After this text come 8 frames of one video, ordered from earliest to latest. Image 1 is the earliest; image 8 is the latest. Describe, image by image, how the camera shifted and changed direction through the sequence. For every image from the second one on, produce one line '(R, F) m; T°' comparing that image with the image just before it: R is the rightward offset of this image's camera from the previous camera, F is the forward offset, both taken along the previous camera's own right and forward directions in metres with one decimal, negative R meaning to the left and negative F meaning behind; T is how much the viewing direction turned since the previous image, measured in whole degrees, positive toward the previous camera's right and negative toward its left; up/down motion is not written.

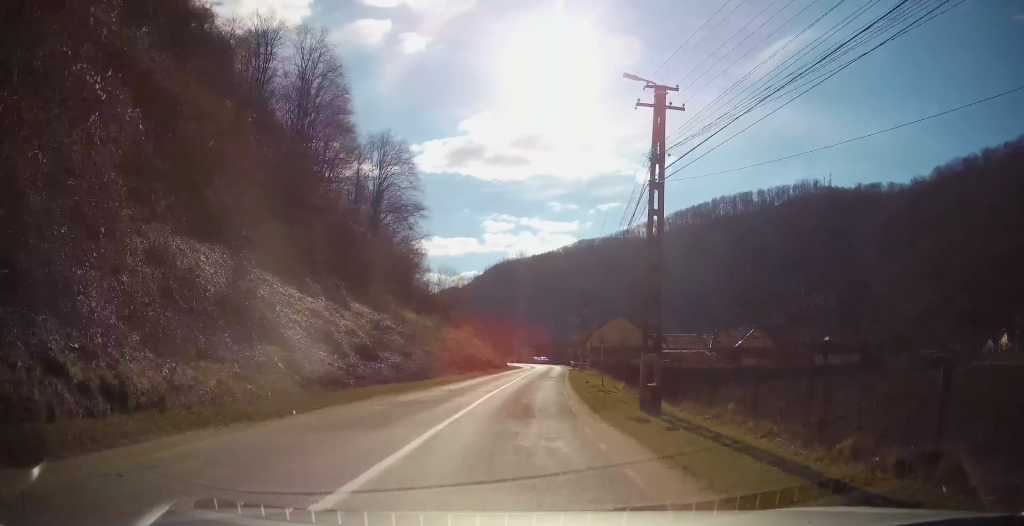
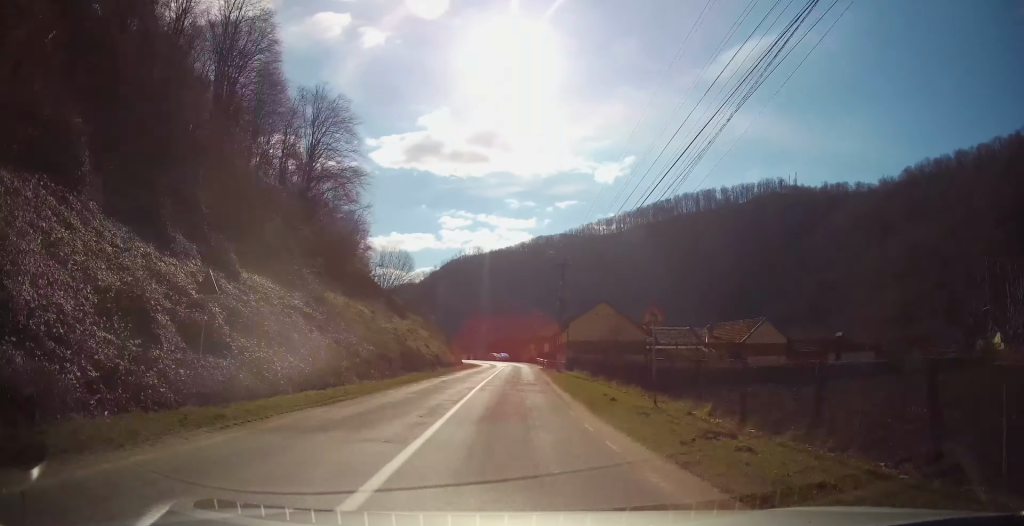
(+0.4, +12.5) m; +4°
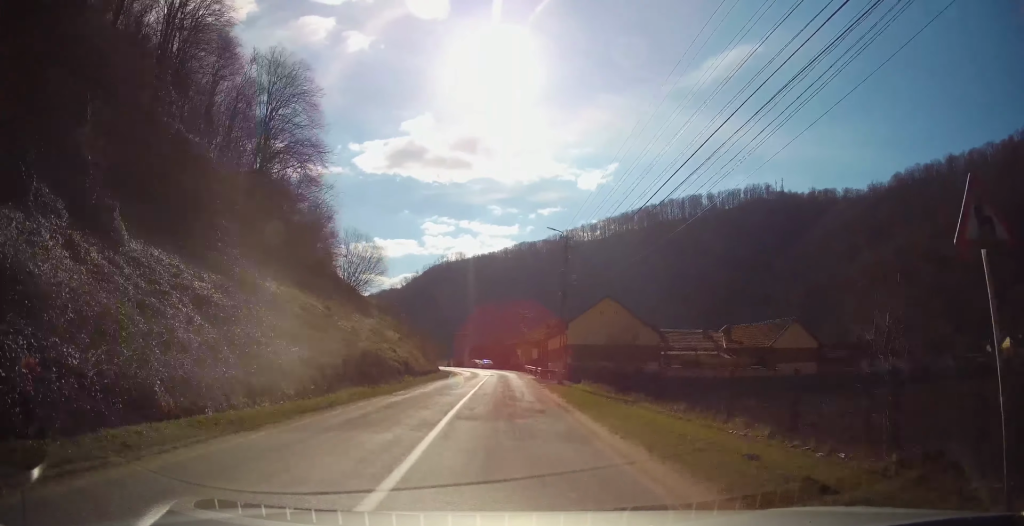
(+0.2, +9.0) m; +3°
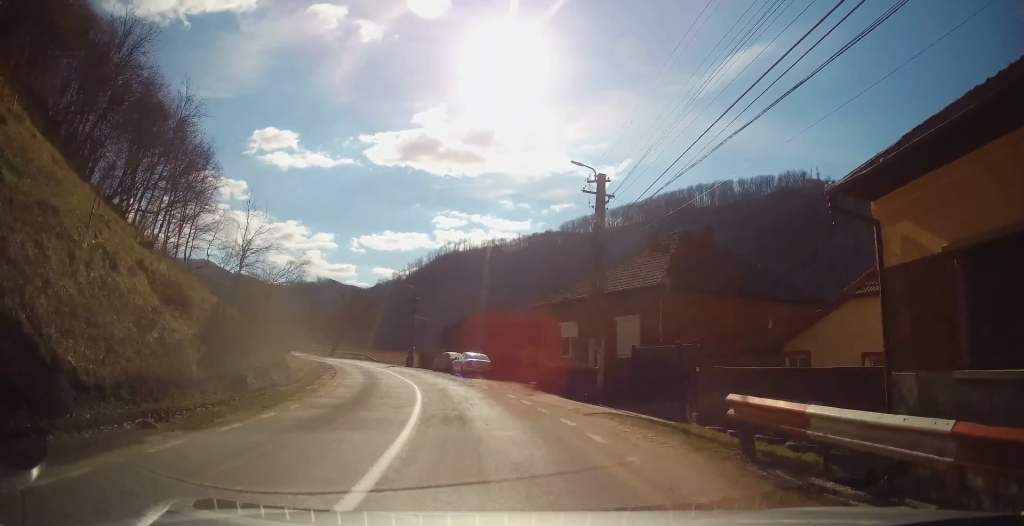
(+0.8, +52.8) m; -5°
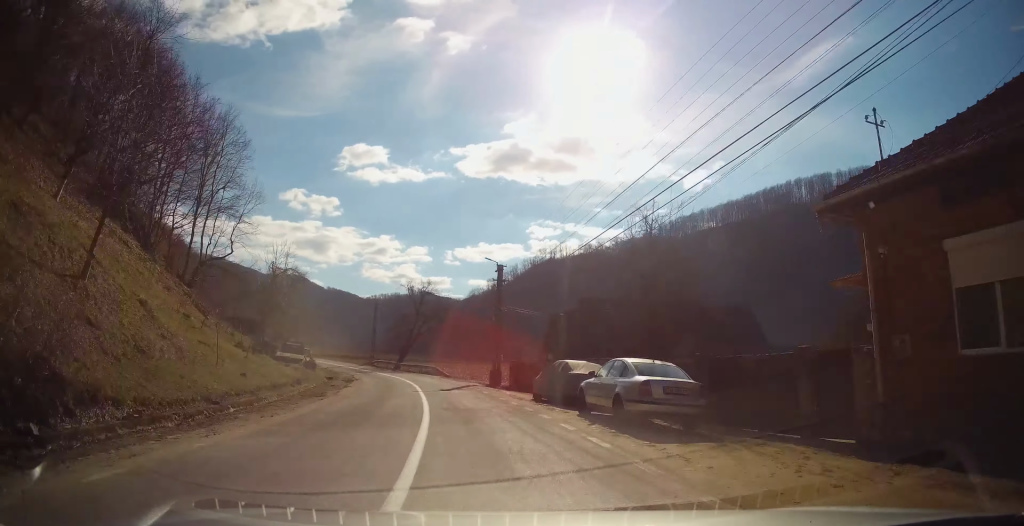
(-1.8, +20.4) m; -9°
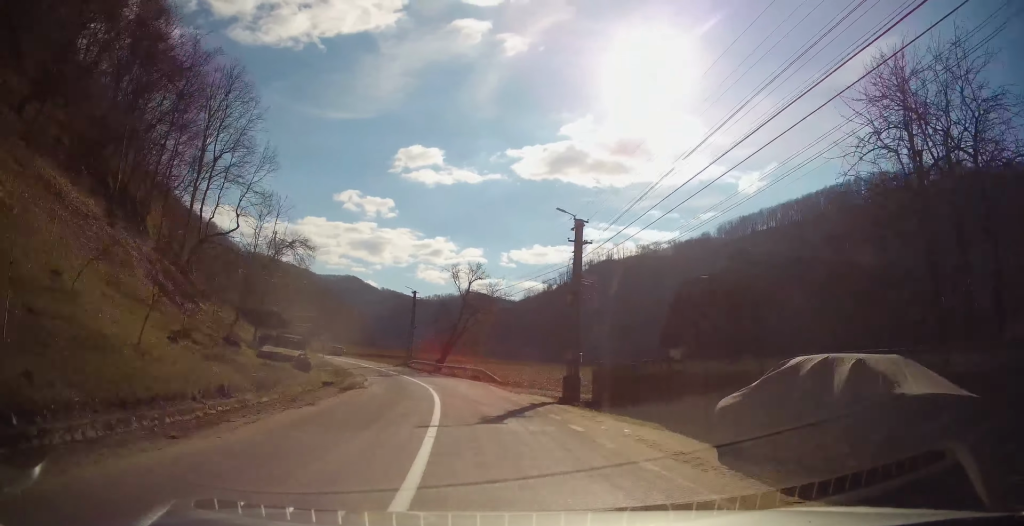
(-0.6, +12.2) m; -5°
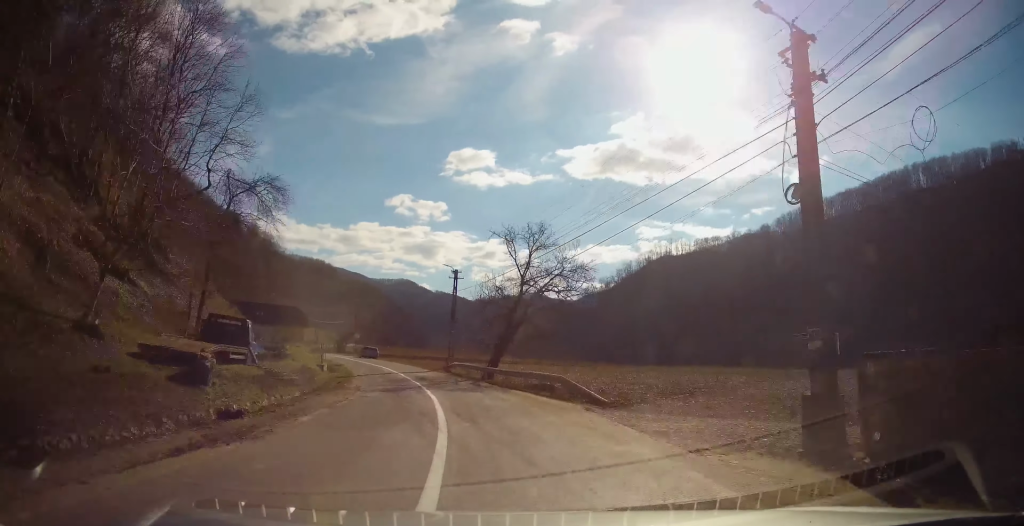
(-0.8, +15.3) m; -7°
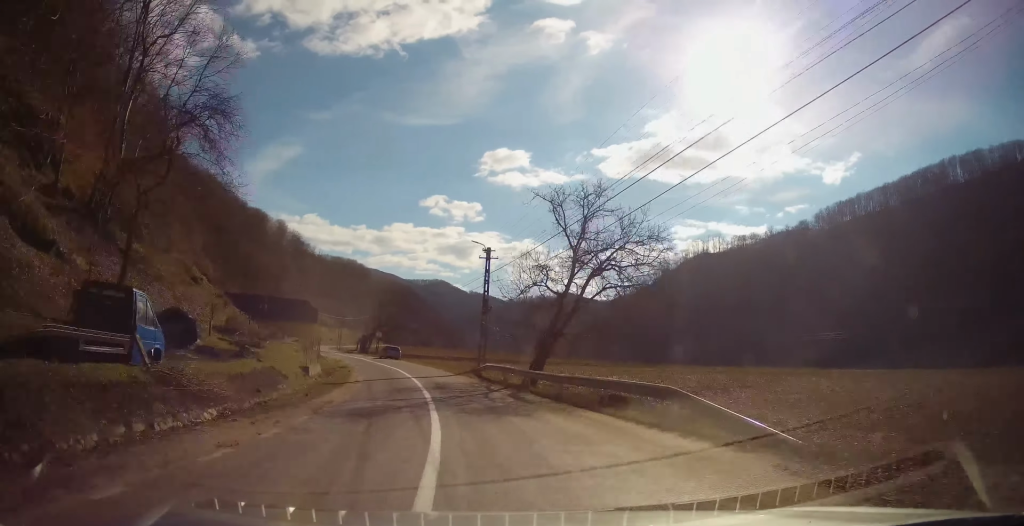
(-0.4, +8.9) m; -4°
